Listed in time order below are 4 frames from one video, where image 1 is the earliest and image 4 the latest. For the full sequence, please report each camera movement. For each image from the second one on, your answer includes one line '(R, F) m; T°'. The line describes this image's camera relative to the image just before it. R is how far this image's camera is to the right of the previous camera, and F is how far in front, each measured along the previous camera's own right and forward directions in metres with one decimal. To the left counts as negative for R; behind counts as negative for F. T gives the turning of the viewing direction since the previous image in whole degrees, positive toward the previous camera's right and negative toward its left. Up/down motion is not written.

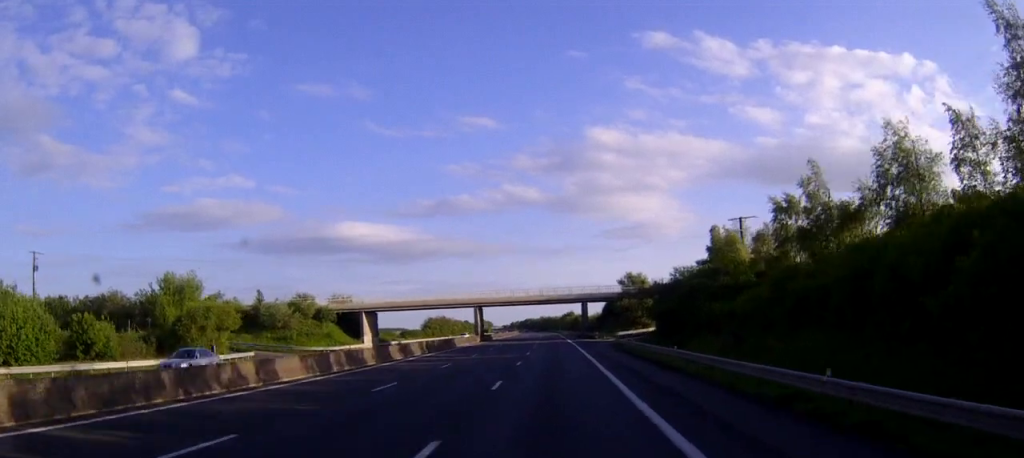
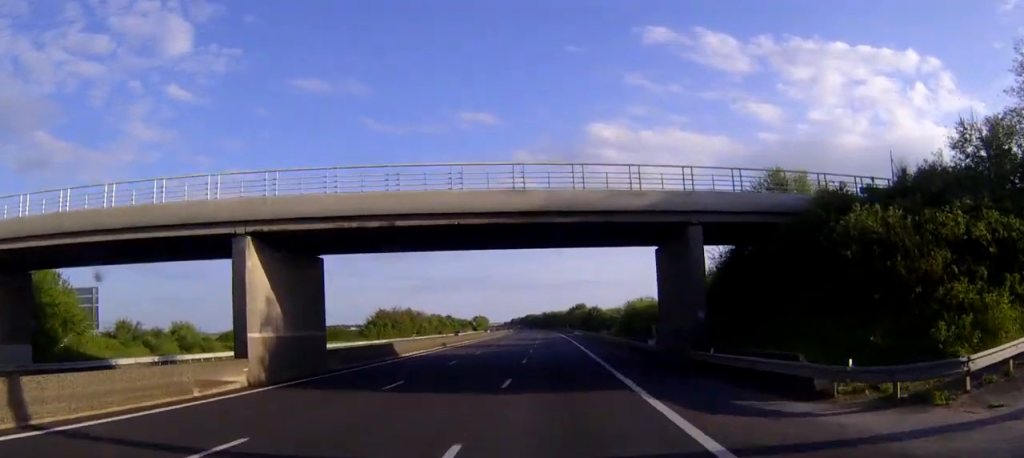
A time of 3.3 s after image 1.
(-0.4, +76.4) m; 0°
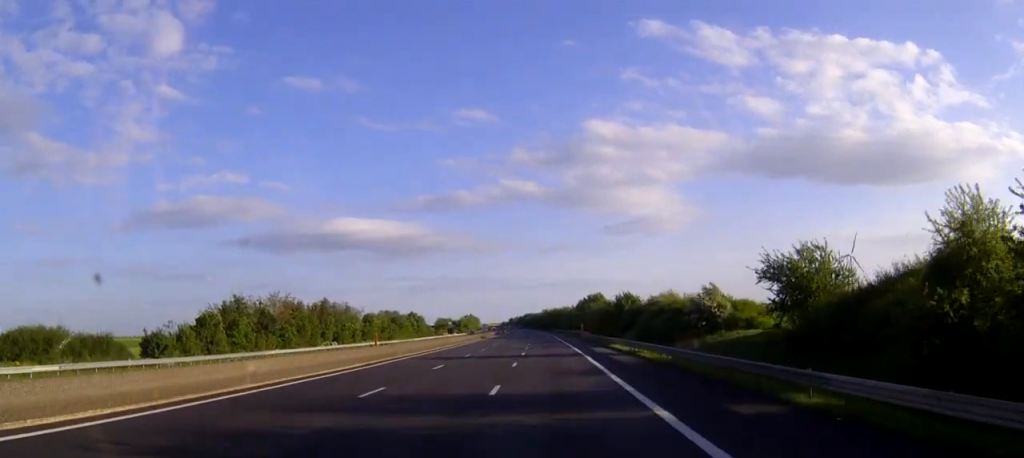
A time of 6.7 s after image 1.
(-0.4, +81.0) m; -1°
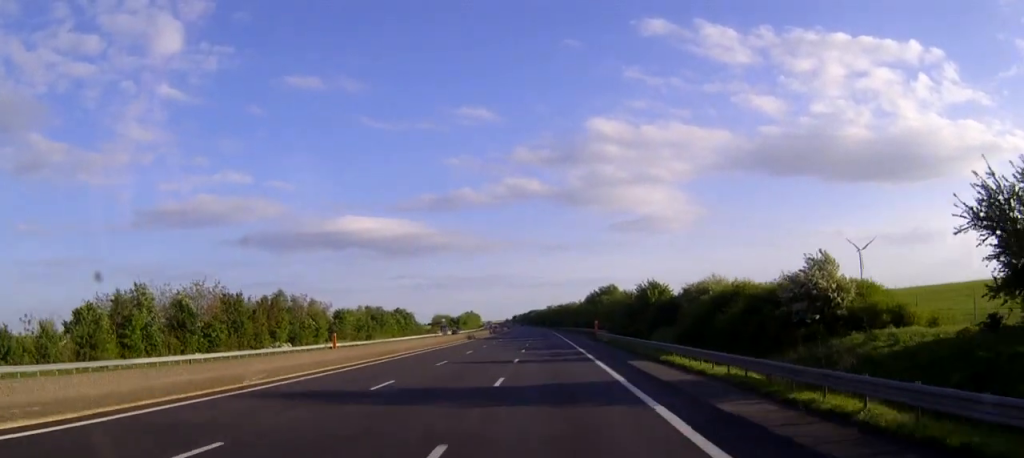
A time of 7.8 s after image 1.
(0.0, +24.7) m; 0°
